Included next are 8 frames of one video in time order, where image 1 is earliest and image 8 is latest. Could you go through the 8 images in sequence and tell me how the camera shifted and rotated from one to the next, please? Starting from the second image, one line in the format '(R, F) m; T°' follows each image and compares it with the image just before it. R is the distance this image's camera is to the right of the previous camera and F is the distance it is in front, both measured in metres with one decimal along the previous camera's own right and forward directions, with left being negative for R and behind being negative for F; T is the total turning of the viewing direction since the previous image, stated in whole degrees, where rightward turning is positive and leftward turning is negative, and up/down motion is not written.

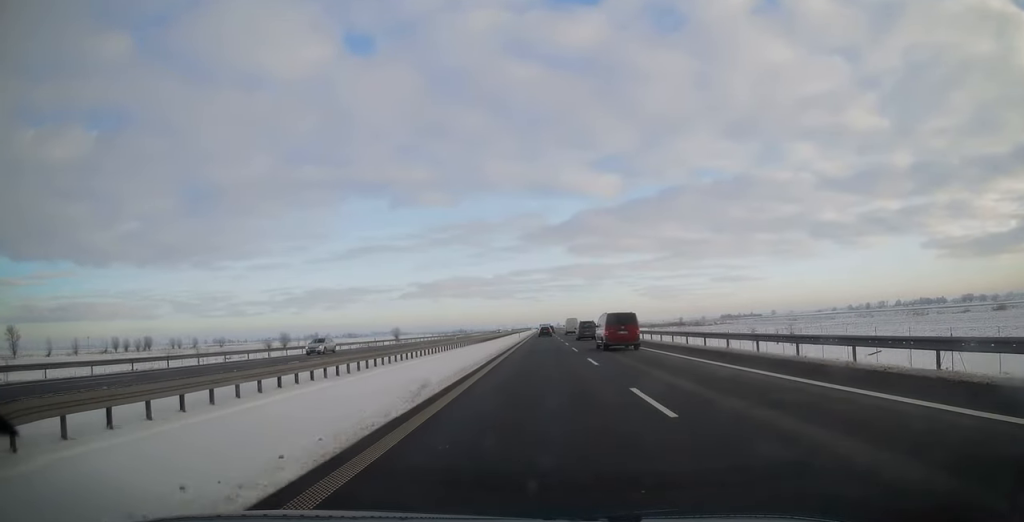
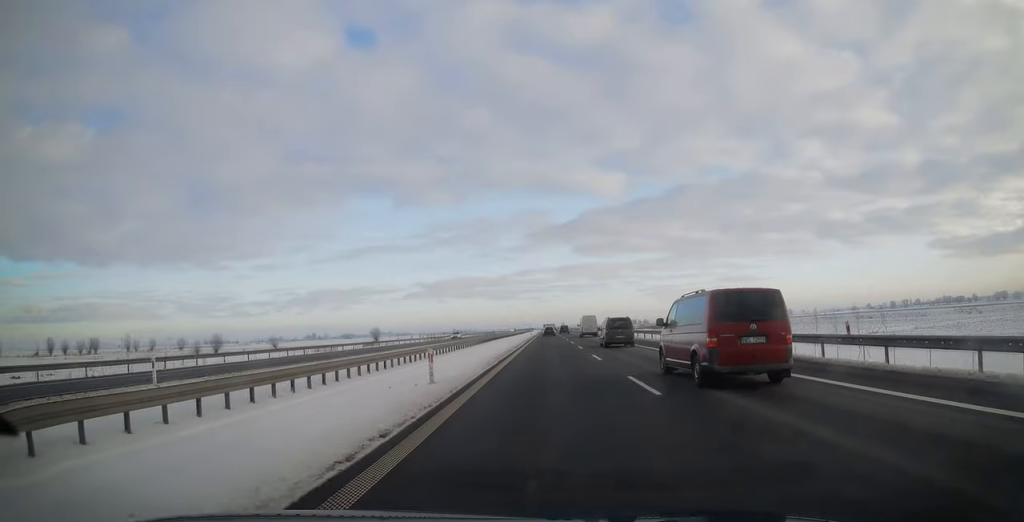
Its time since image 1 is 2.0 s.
(-0.4, +69.0) m; -1°
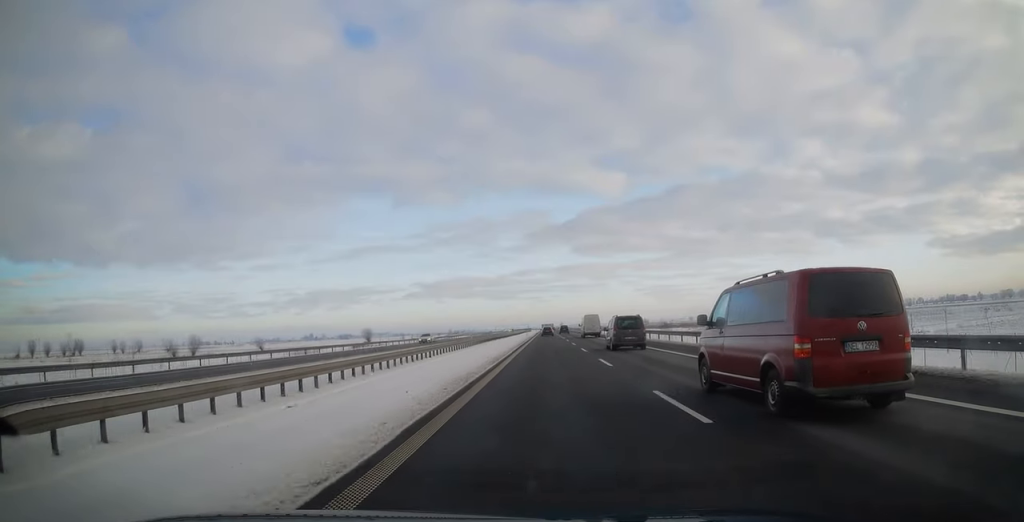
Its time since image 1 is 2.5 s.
(-0.2, +15.4) m; 0°
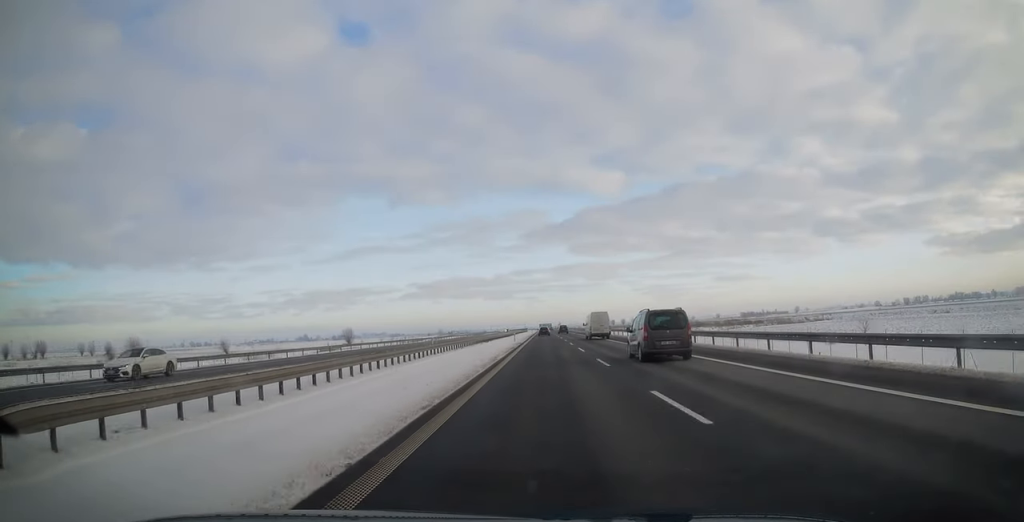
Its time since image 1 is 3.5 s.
(+0.3, +35.9) m; +1°
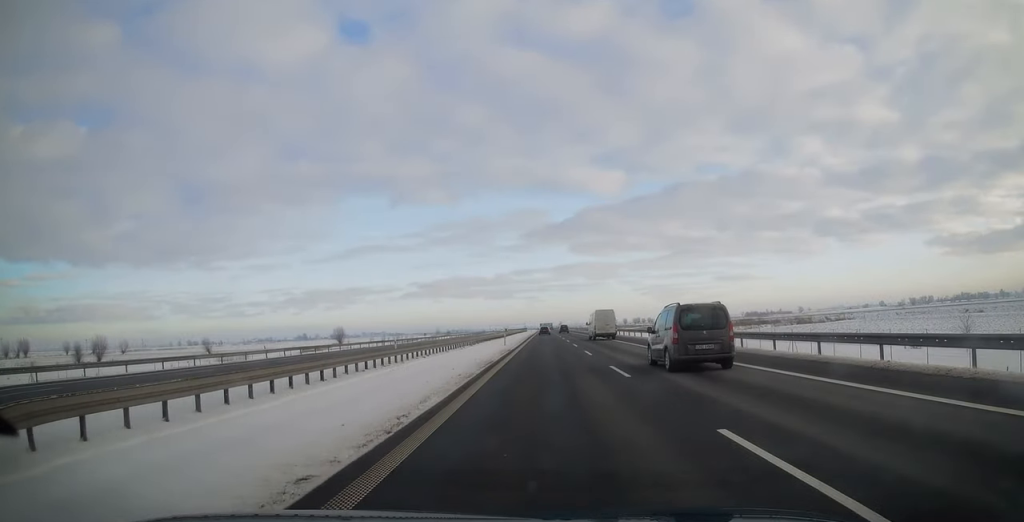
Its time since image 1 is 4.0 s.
(0.0, +16.5) m; 0°
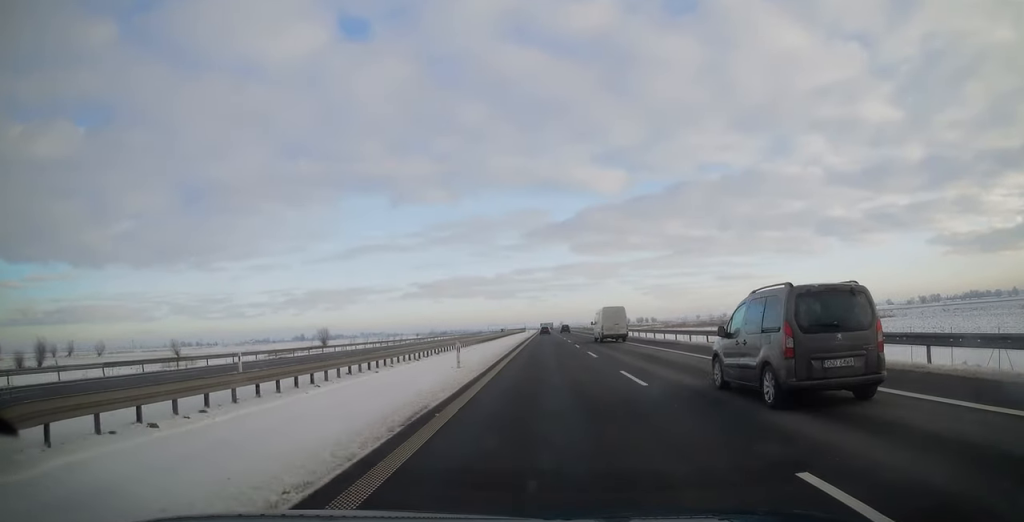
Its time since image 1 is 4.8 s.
(0.0, +26.2) m; 0°
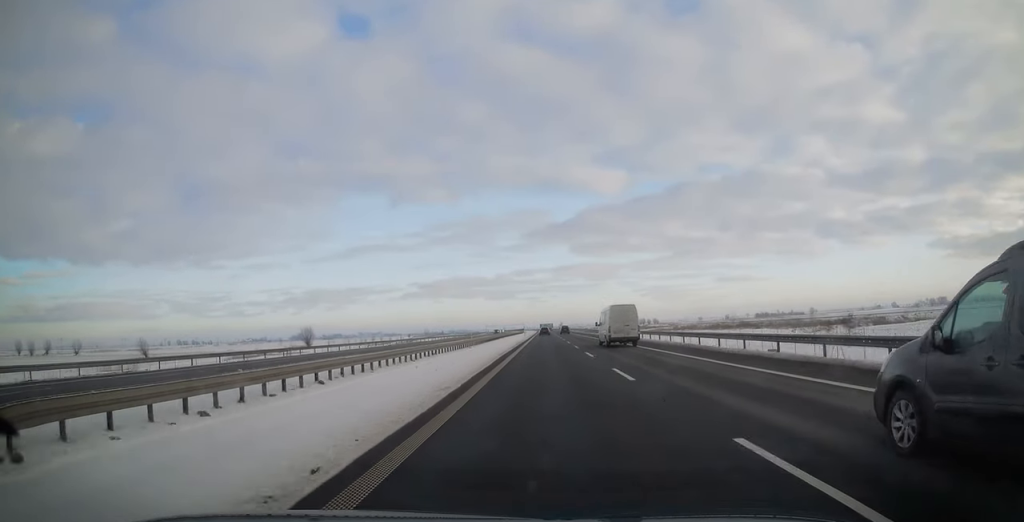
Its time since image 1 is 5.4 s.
(0.0, +22.2) m; 0°
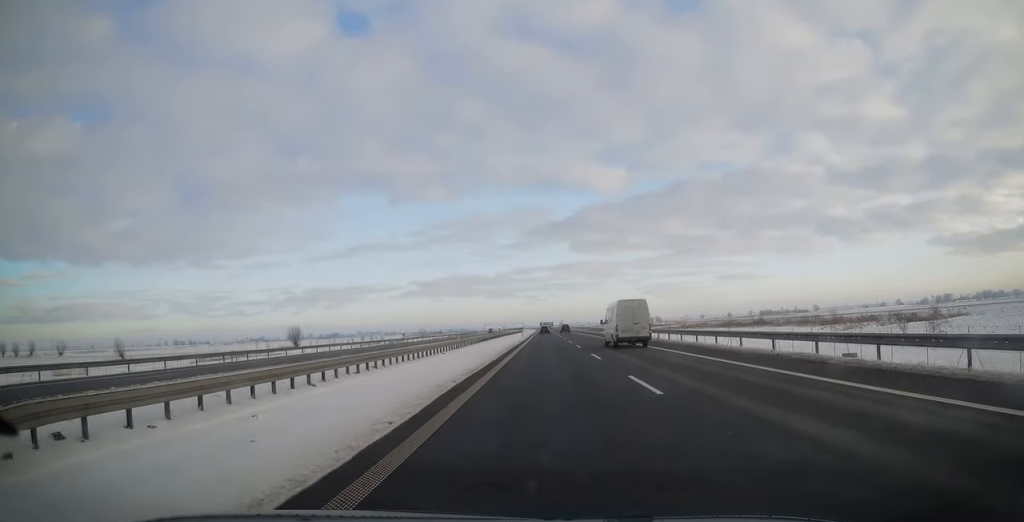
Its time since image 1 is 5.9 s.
(0.0, +15.4) m; 0°
